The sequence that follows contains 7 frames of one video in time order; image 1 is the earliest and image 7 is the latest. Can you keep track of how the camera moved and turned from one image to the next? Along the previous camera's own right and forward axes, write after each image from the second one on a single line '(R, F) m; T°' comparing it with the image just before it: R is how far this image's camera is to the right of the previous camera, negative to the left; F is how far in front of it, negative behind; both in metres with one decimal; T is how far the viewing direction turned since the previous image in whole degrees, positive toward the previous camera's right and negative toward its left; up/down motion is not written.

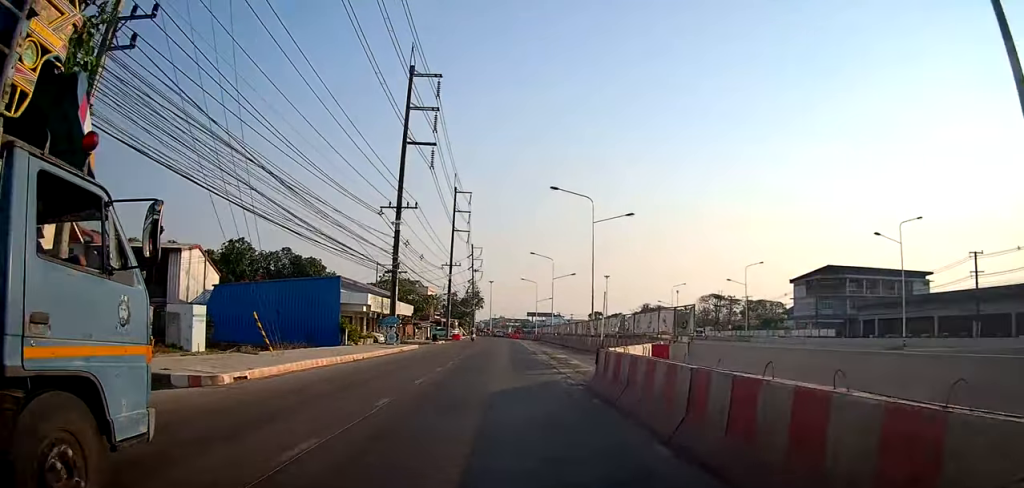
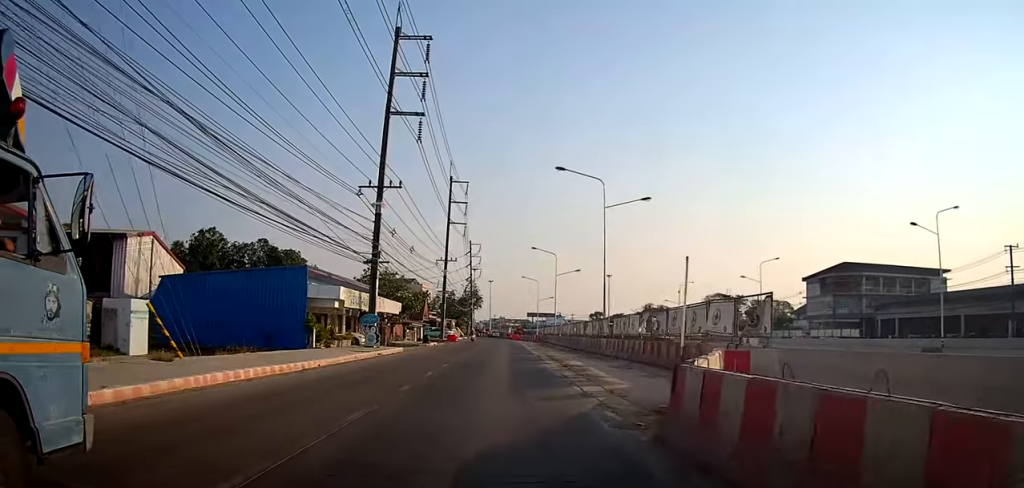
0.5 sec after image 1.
(+0.3, +5.6) m; 0°
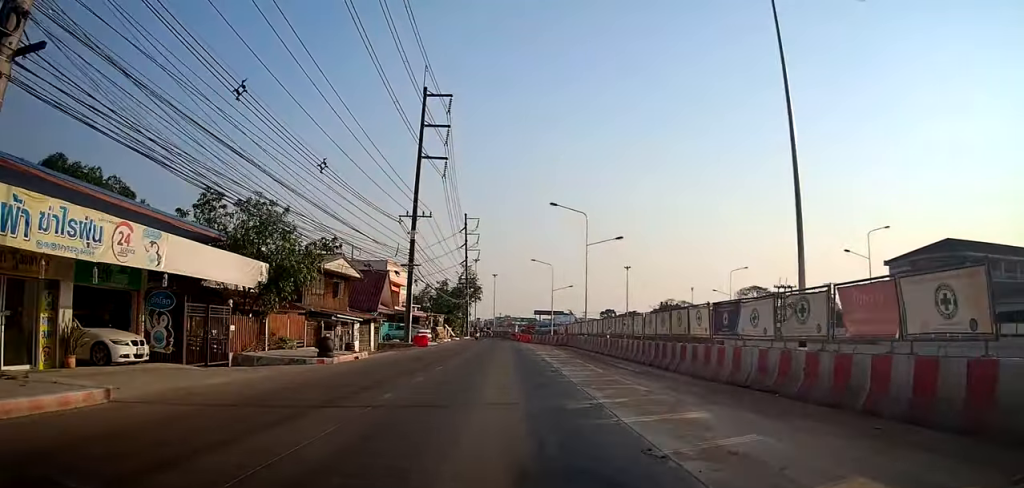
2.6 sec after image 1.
(+0.1, +26.1) m; 0°
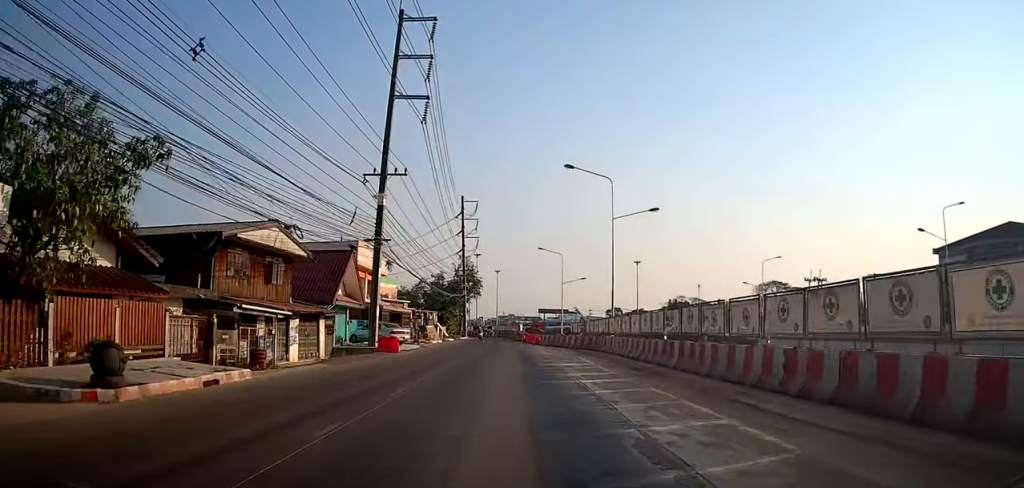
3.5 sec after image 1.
(-0.7, +11.4) m; 0°
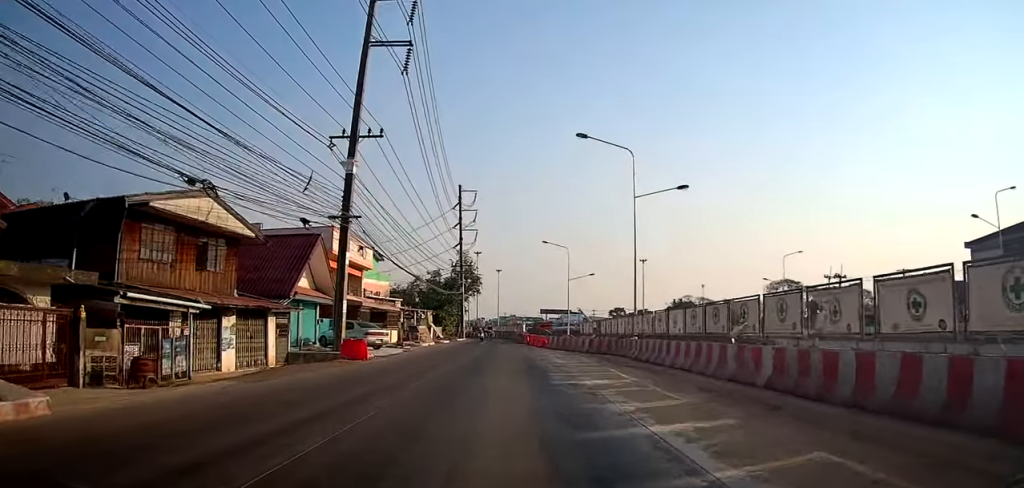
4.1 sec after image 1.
(+0.4, +6.5) m; +1°
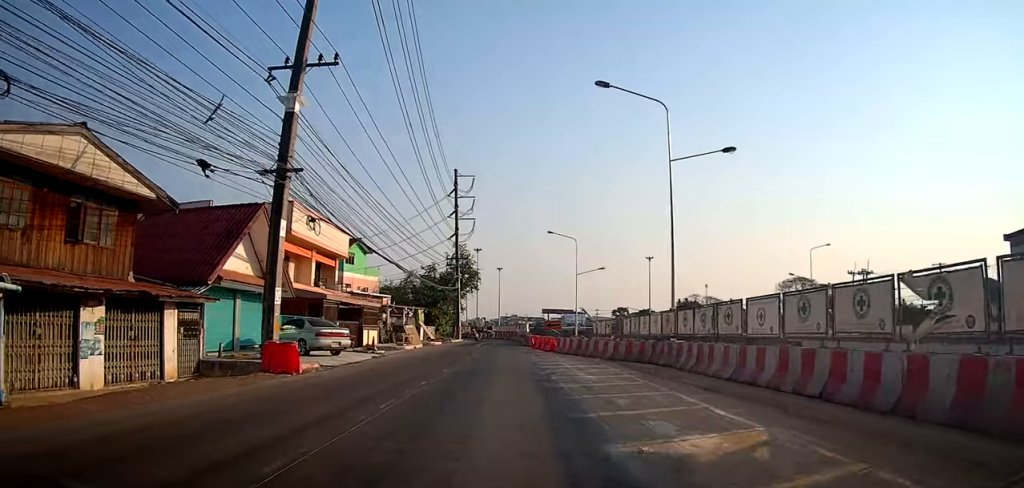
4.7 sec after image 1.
(+0.2, +7.4) m; 0°
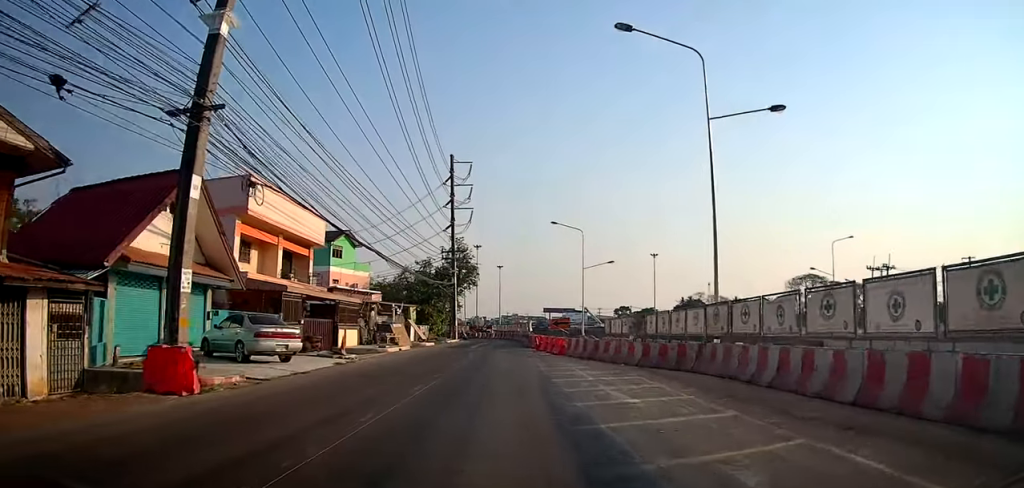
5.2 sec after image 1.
(-0.2, +5.3) m; -1°
